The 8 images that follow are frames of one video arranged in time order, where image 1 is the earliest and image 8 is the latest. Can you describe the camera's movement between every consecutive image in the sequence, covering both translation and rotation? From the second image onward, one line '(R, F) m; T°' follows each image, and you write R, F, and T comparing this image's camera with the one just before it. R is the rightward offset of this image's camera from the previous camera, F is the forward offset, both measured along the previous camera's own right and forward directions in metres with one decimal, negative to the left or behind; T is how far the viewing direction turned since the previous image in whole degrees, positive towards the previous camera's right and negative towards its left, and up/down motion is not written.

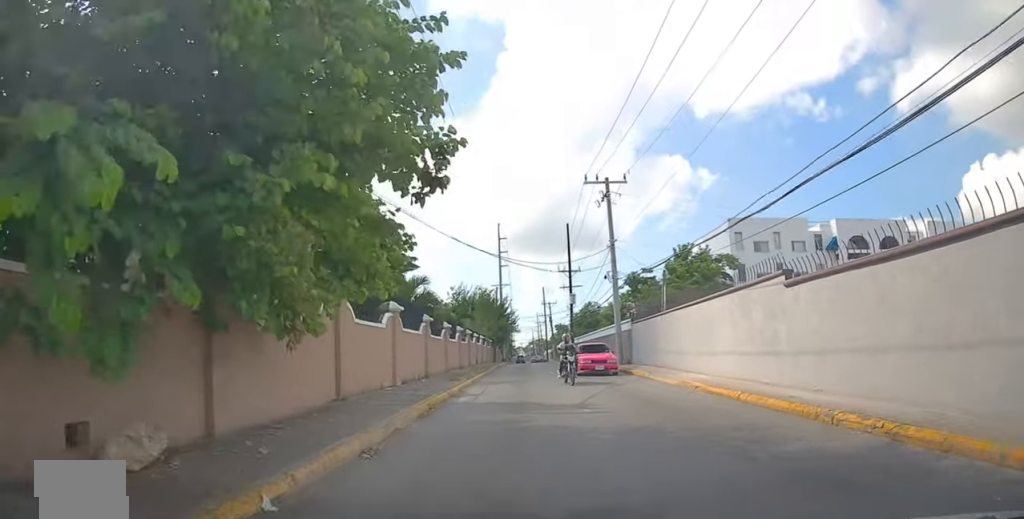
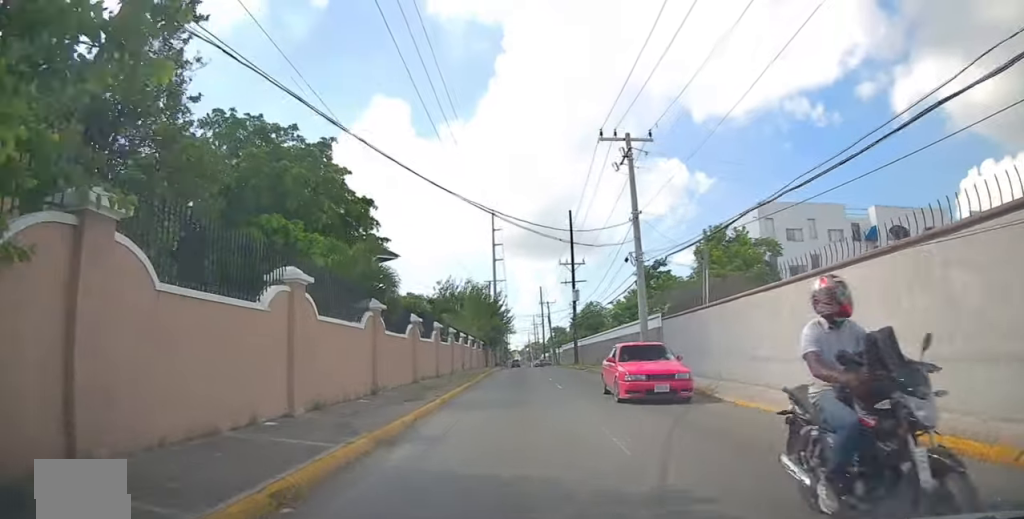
(+0.3, +7.4) m; 0°
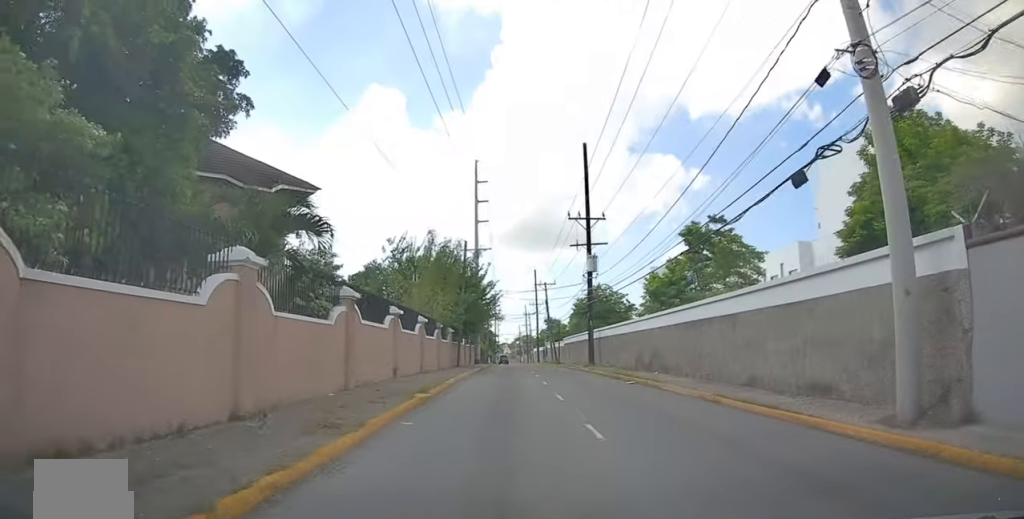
(-0.1, +17.2) m; 0°
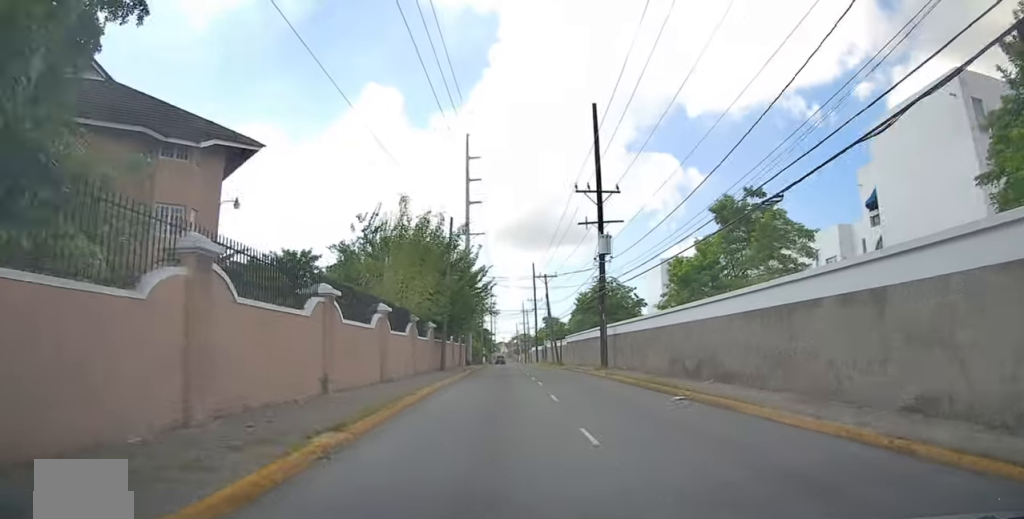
(0.0, +6.5) m; -1°
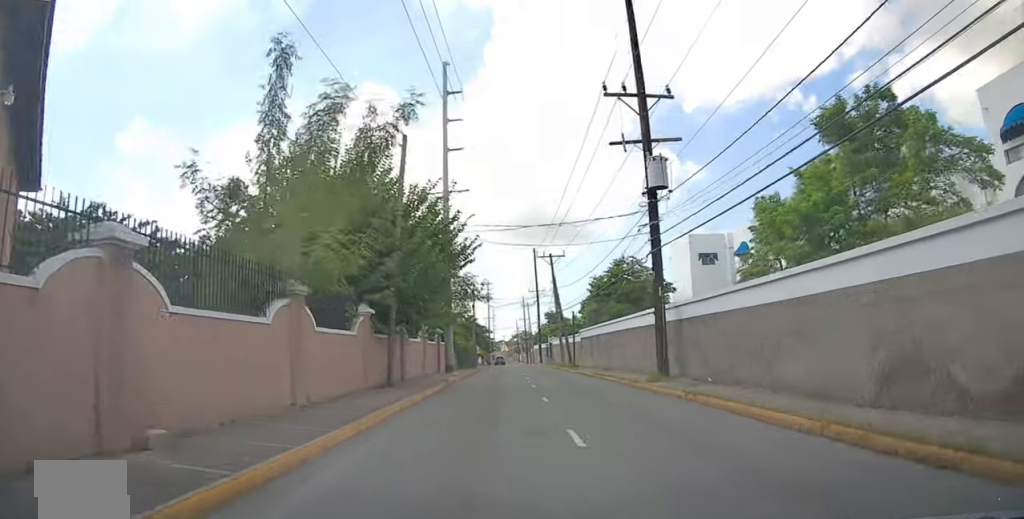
(-0.4, +12.4) m; -3°
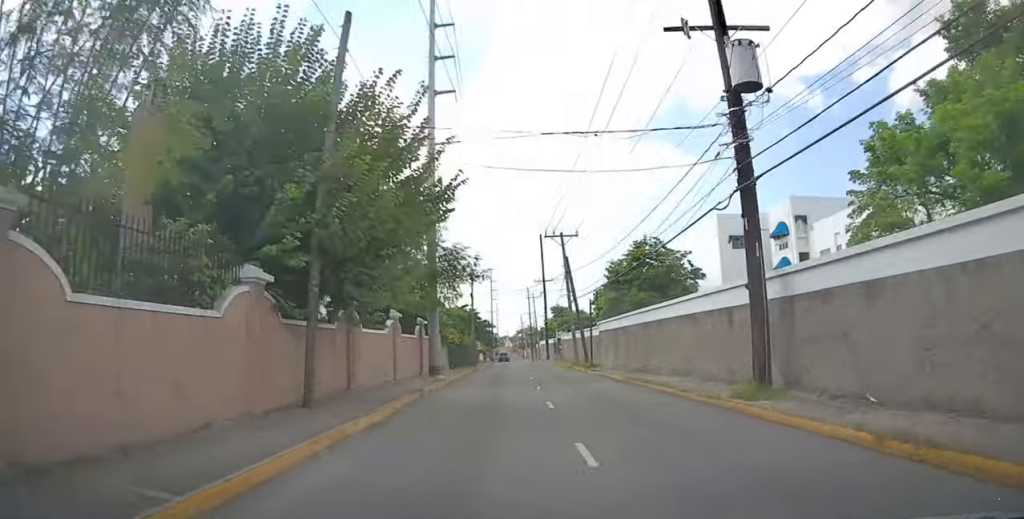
(+0.1, +7.2) m; -1°
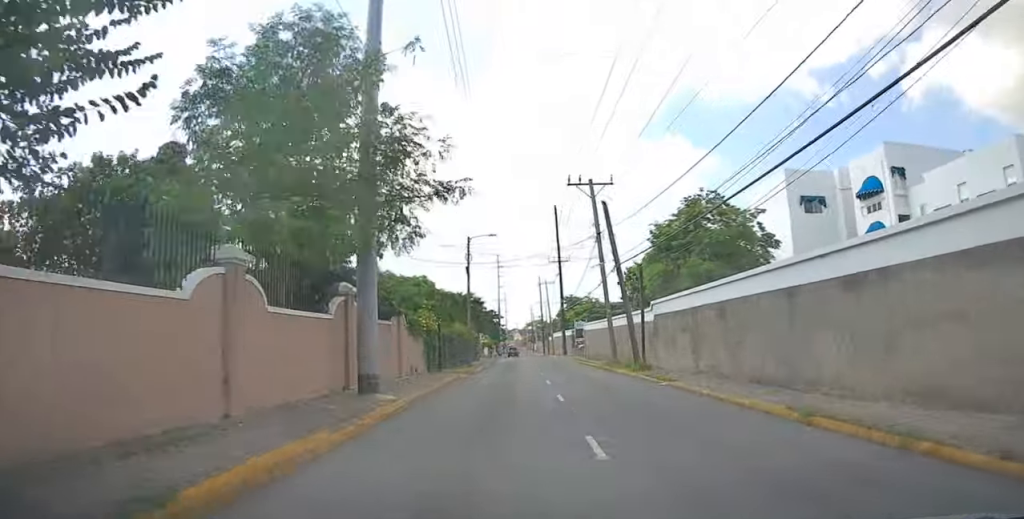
(-0.4, +12.2) m; 0°
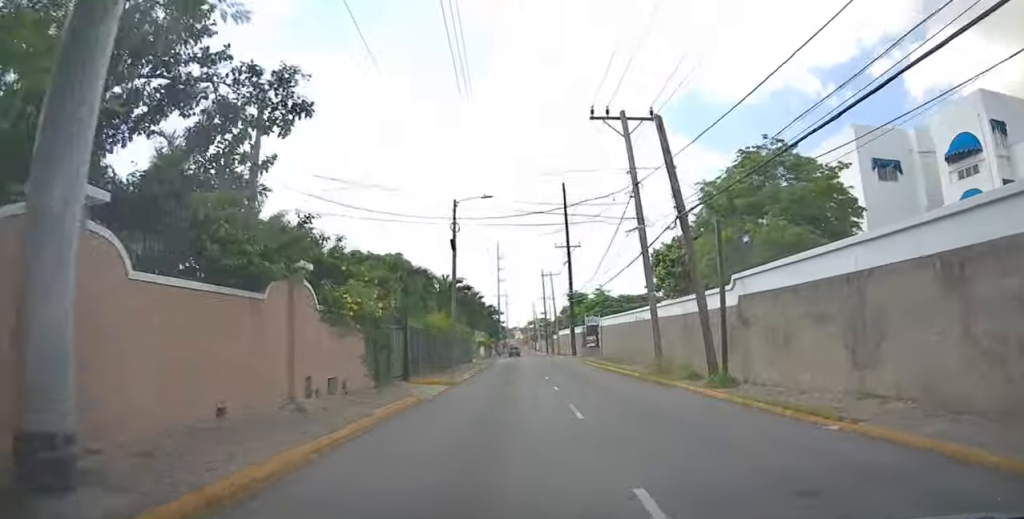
(+0.3, +9.0) m; 0°
